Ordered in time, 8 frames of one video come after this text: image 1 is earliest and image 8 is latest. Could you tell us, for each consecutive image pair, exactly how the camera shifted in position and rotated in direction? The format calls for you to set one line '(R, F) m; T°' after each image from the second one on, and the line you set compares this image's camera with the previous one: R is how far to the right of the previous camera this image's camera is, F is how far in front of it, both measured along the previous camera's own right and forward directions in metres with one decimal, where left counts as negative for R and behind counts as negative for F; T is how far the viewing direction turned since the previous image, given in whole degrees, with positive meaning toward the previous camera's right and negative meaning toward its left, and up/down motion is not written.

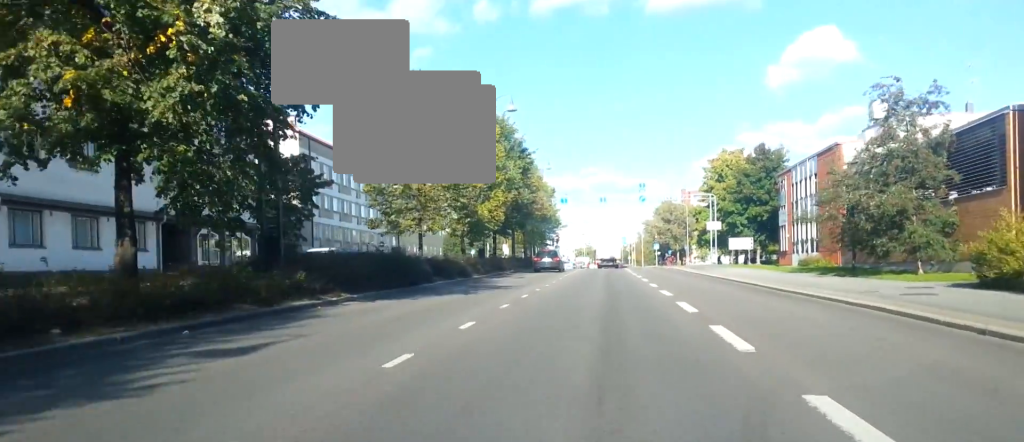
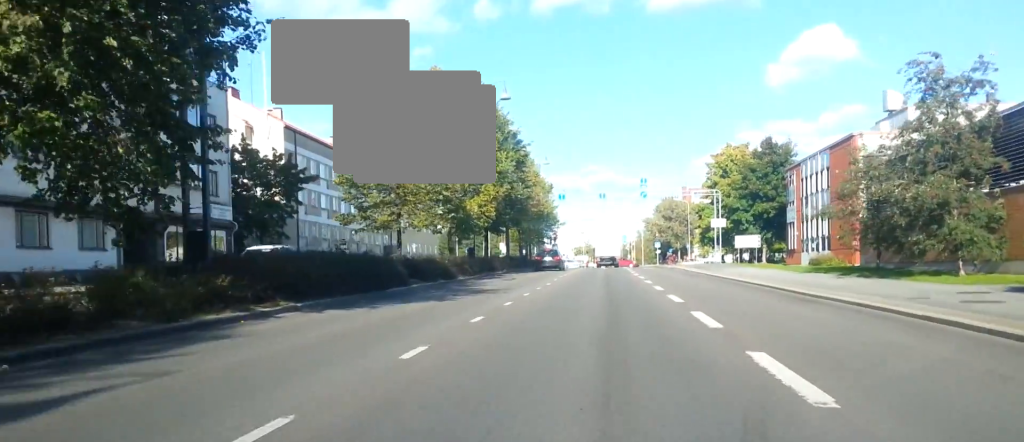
(0.0, +3.3) m; 0°
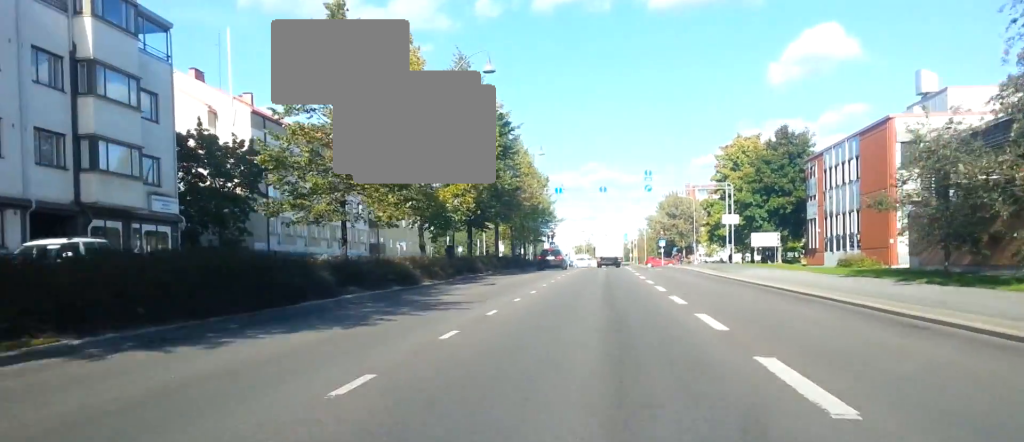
(0.0, +6.1) m; 0°
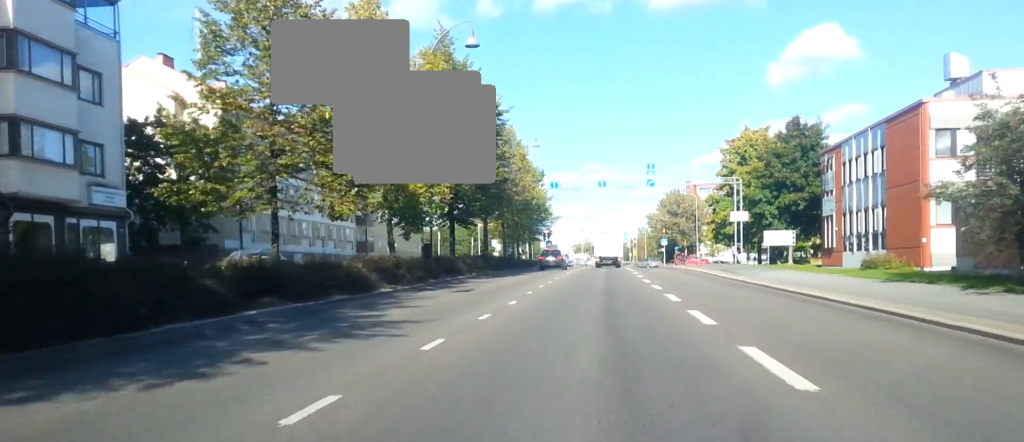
(+0.1, +4.9) m; -1°
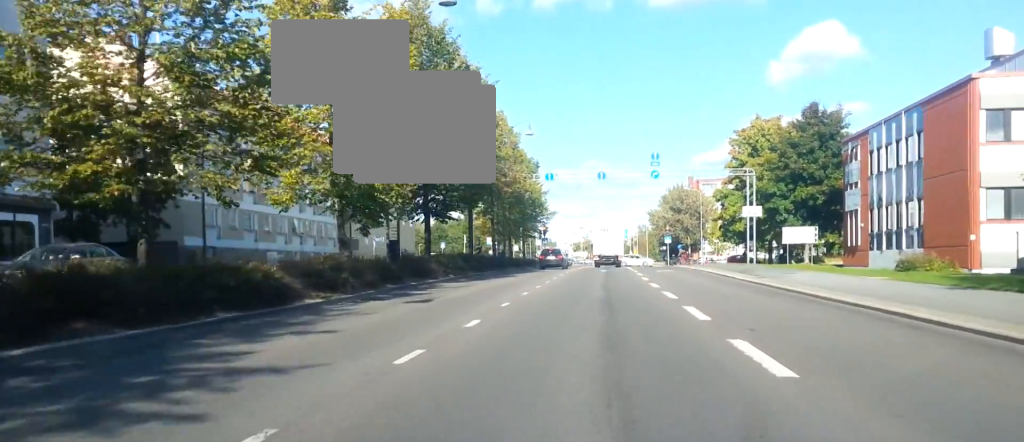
(-0.1, +5.2) m; -2°
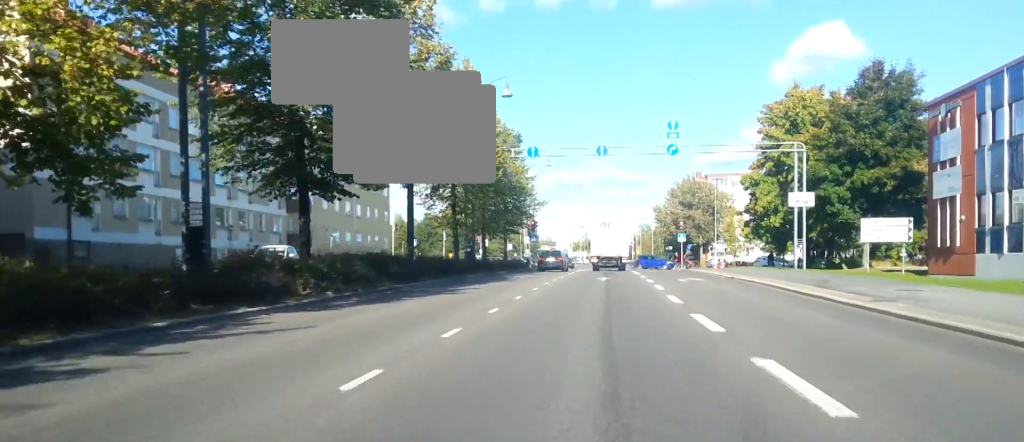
(-0.2, +13.7) m; +3°
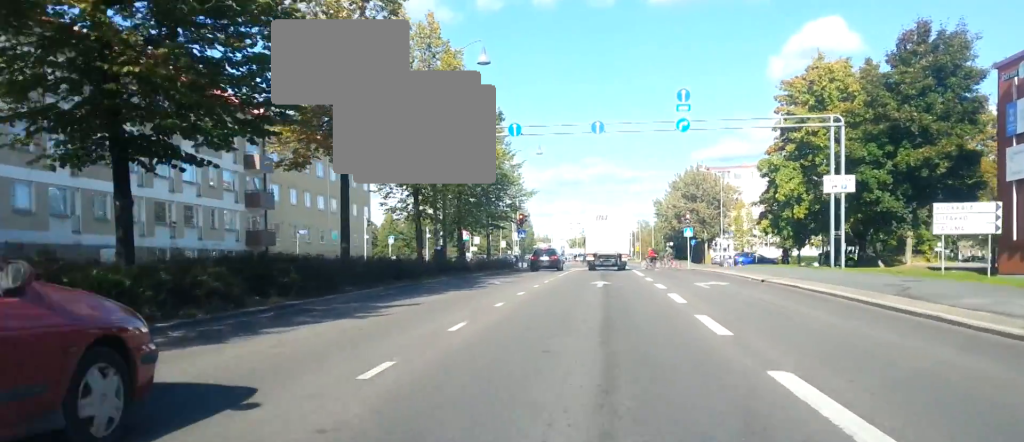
(+0.4, +7.3) m; +1°
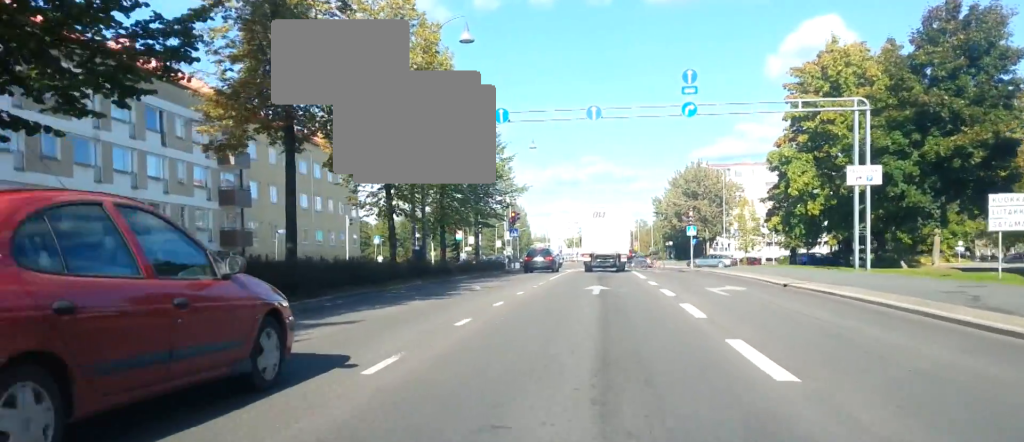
(-0.2, +3.8) m; -2°
